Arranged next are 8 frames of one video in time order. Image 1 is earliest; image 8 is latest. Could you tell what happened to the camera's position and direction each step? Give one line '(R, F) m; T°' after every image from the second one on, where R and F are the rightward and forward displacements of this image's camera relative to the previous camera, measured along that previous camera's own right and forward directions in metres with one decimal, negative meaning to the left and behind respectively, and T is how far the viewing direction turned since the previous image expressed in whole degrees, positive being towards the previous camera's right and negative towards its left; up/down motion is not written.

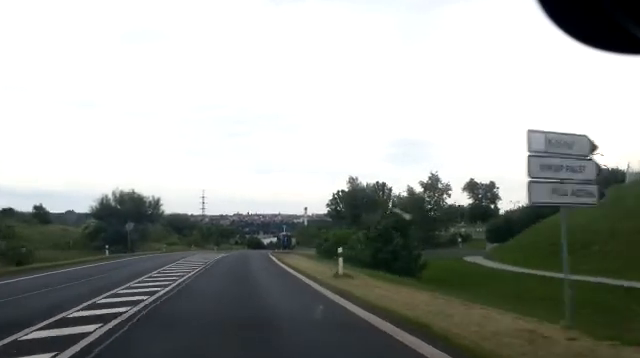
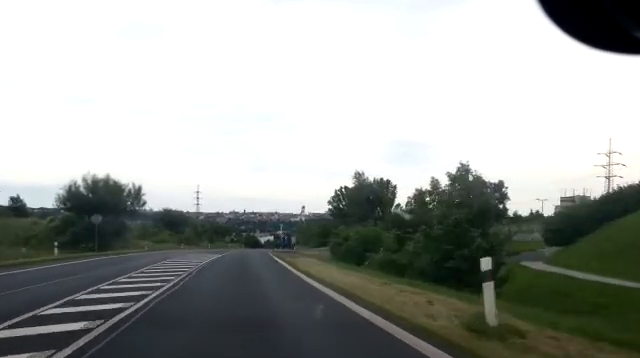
(0.0, +9.7) m; 0°
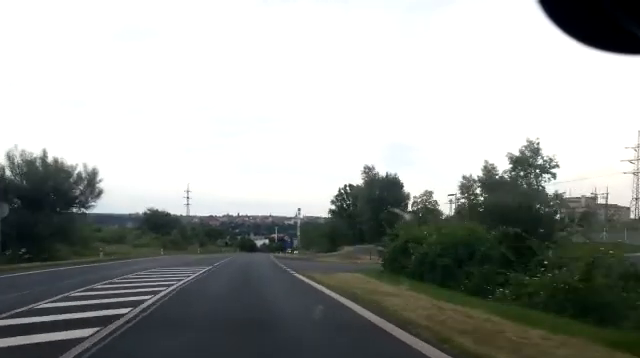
(+0.1, +14.2) m; +1°
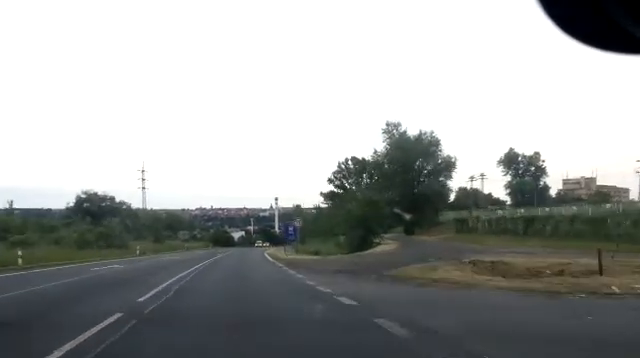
(+0.4, +31.9) m; +2°
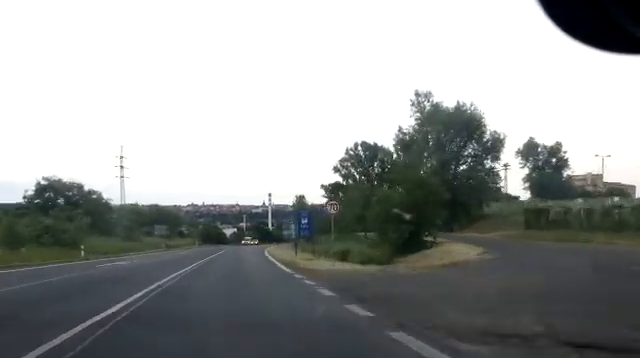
(+0.2, +14.5) m; +2°
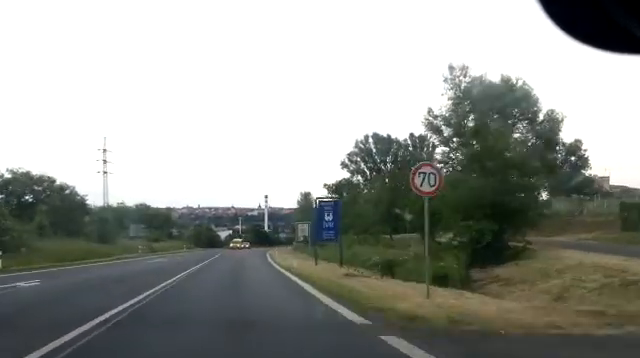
(+0.1, +10.6) m; +1°
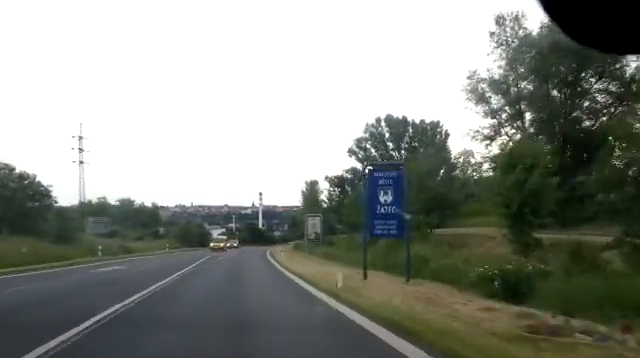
(+0.1, +10.7) m; +2°
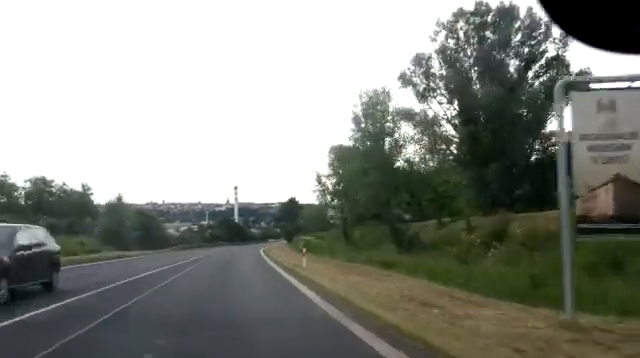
(+1.6, +35.1) m; +4°
